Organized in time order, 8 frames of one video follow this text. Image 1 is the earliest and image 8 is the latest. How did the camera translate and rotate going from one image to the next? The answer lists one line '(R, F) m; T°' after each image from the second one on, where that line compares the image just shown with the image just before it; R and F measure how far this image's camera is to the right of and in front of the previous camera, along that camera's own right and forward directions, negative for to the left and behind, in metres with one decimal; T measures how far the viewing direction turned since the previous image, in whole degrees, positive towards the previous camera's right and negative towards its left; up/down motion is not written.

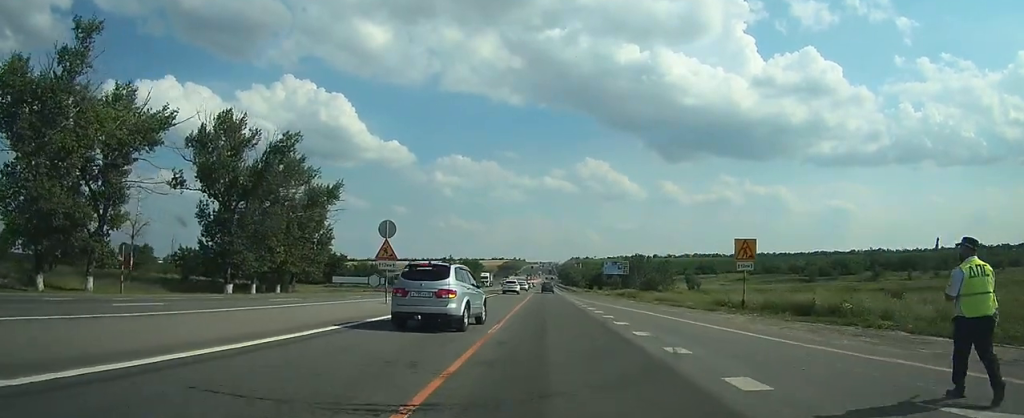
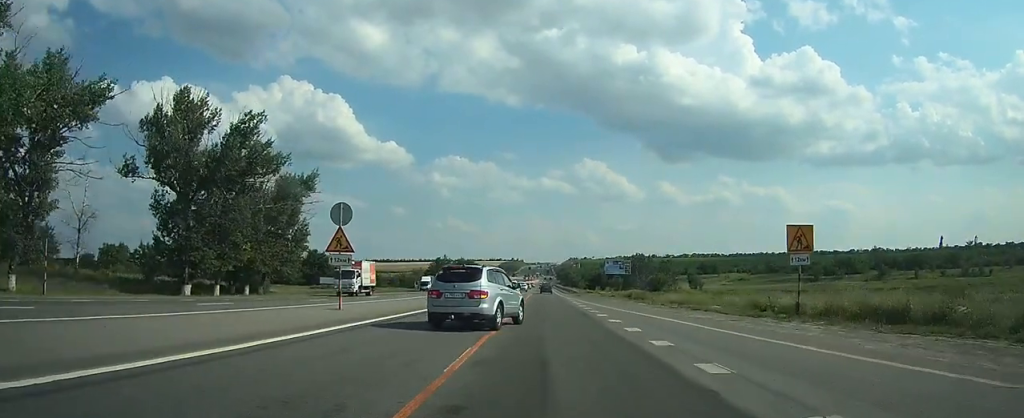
(0.0, +8.1) m; 0°
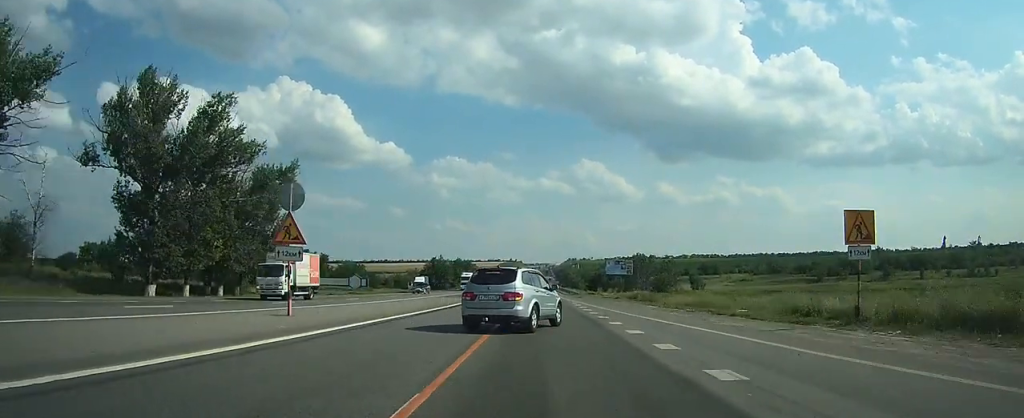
(0.0, +5.2) m; 0°
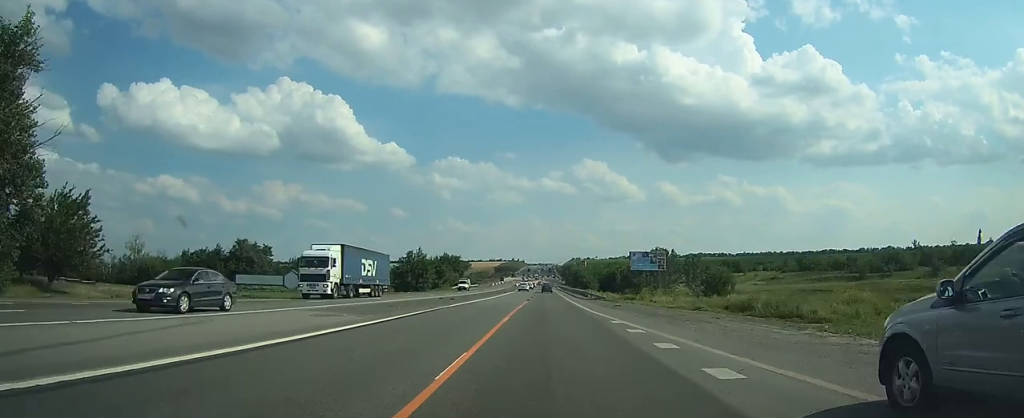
(0.0, +31.0) m; -1°
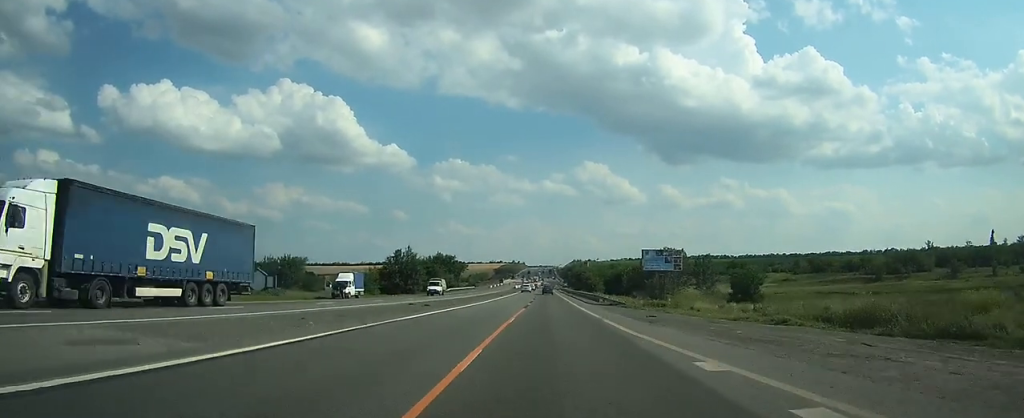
(0.0, +9.8) m; 0°
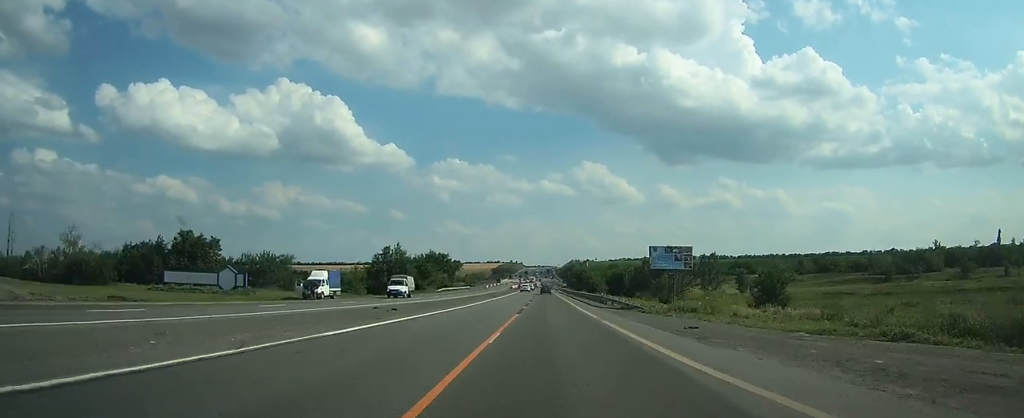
(0.0, +6.6) m; 0°
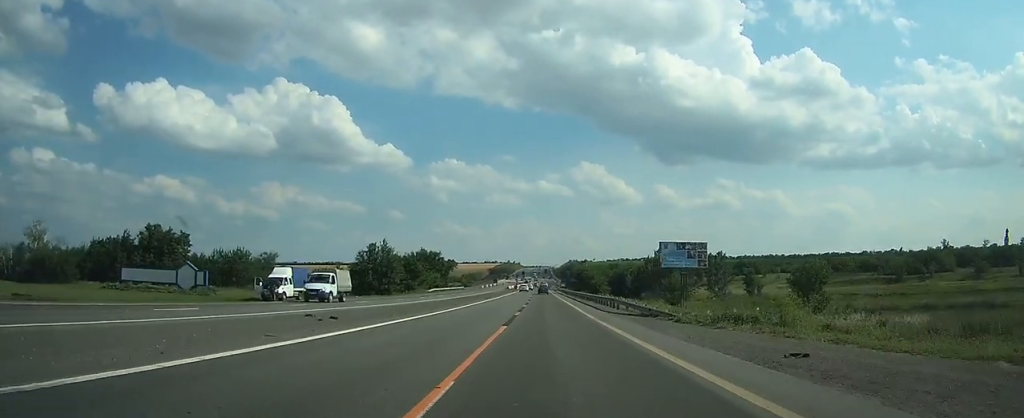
(+0.1, +7.3) m; +1°
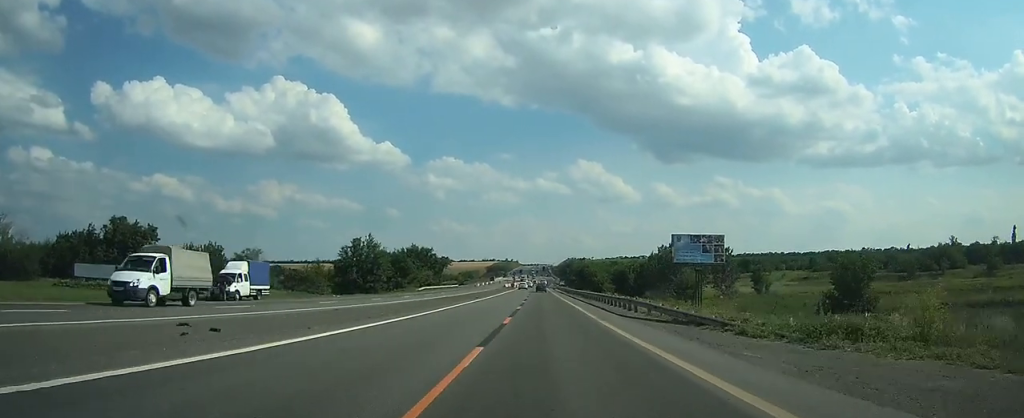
(0.0, +6.8) m; 0°
